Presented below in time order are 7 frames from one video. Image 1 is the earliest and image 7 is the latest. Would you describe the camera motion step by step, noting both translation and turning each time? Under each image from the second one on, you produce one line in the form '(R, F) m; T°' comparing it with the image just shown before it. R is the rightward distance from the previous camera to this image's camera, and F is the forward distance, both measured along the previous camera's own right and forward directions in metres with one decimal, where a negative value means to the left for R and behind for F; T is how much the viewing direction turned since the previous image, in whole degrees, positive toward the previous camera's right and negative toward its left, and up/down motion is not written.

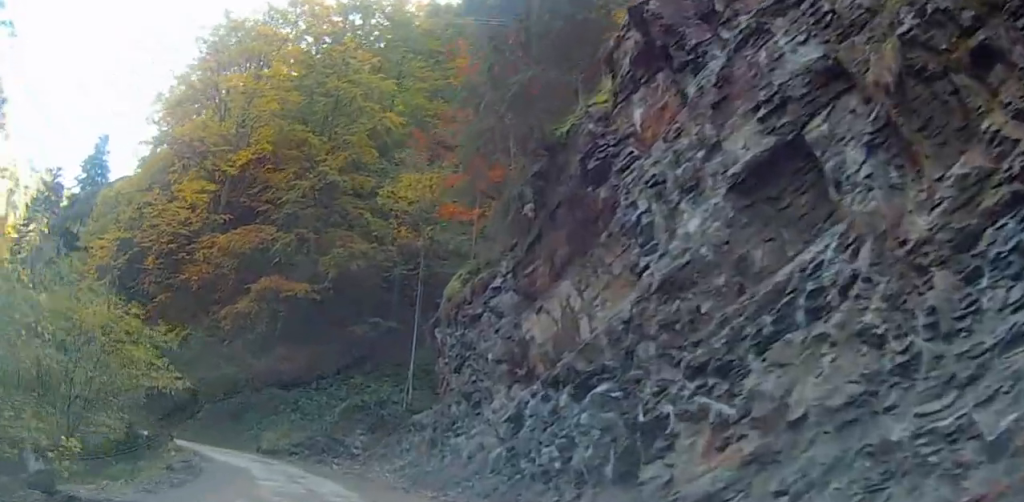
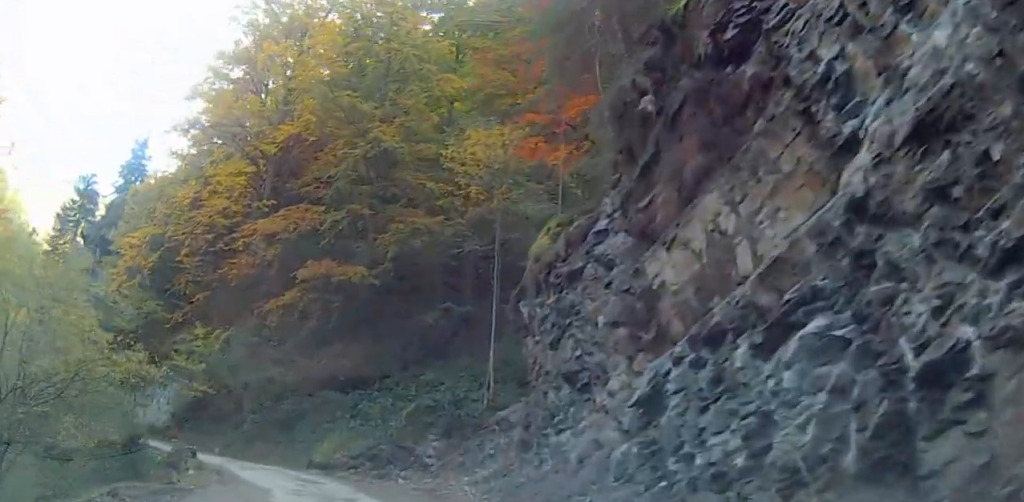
(+1.3, -0.8) m; -21°
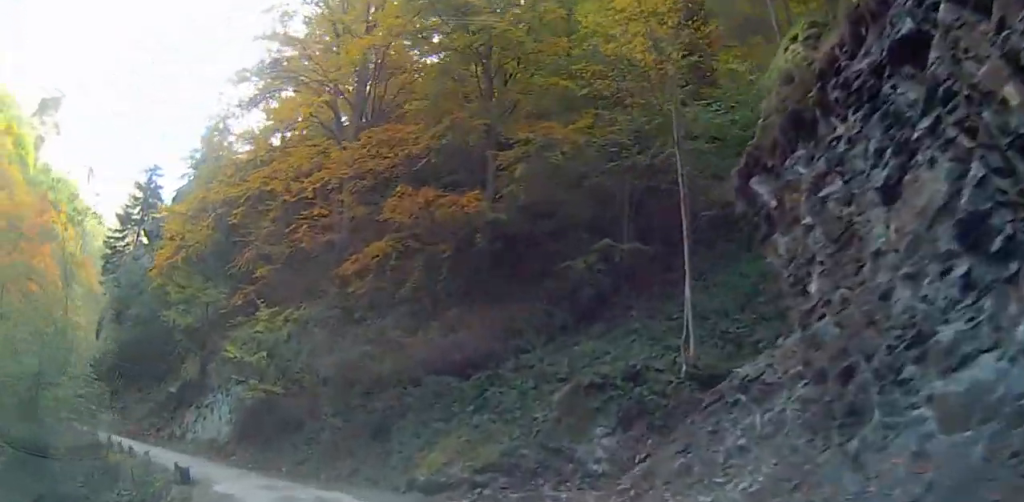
(-3.2, +11.2) m; -27°
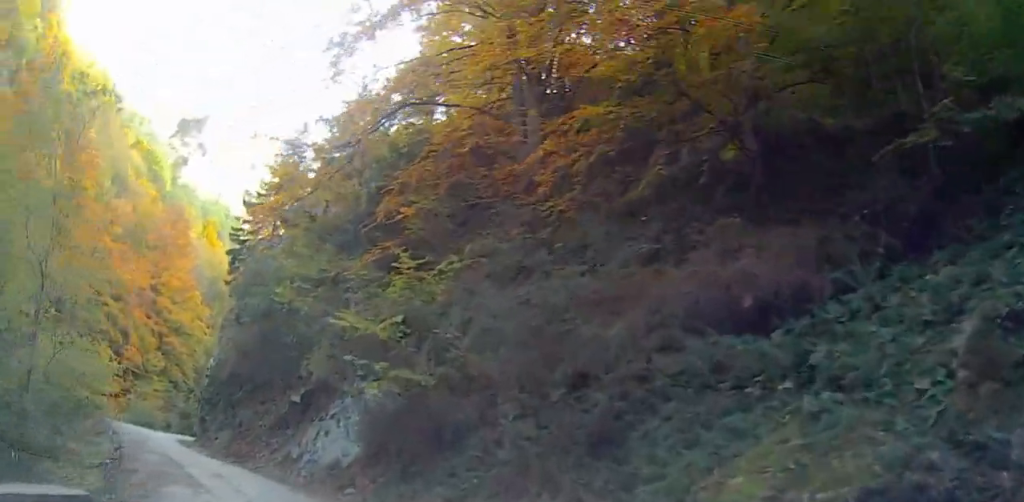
(-4.7, +18.7) m; -32°
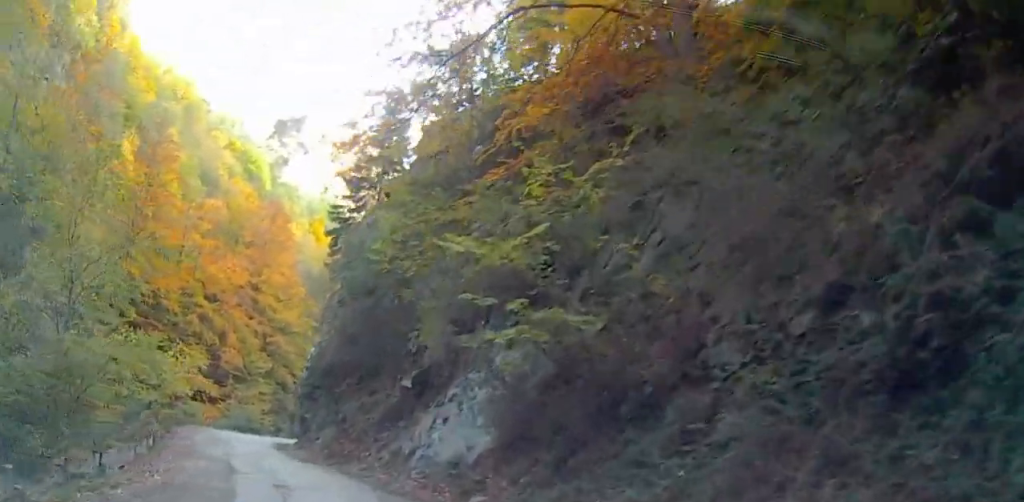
(-2.0, +9.9) m; -13°
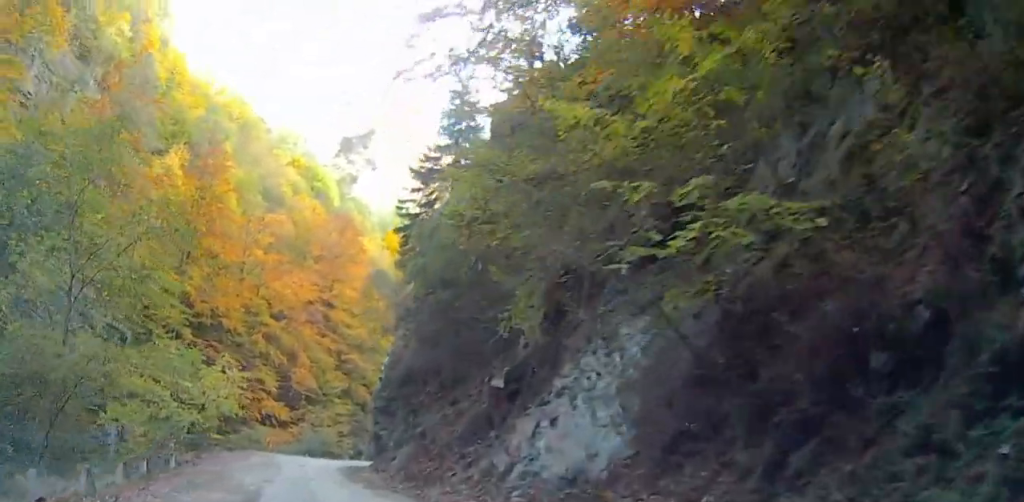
(-0.7, +8.0) m; -8°
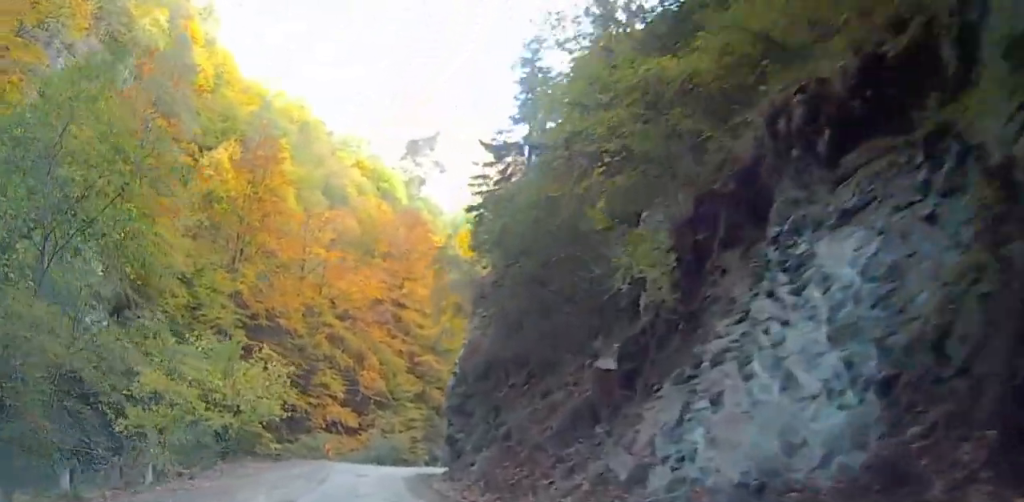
(-0.5, +7.2) m; -4°
